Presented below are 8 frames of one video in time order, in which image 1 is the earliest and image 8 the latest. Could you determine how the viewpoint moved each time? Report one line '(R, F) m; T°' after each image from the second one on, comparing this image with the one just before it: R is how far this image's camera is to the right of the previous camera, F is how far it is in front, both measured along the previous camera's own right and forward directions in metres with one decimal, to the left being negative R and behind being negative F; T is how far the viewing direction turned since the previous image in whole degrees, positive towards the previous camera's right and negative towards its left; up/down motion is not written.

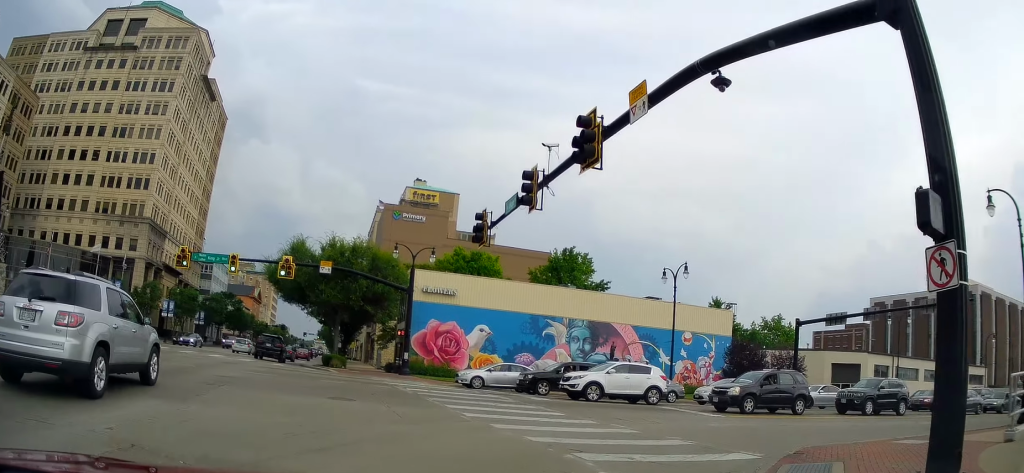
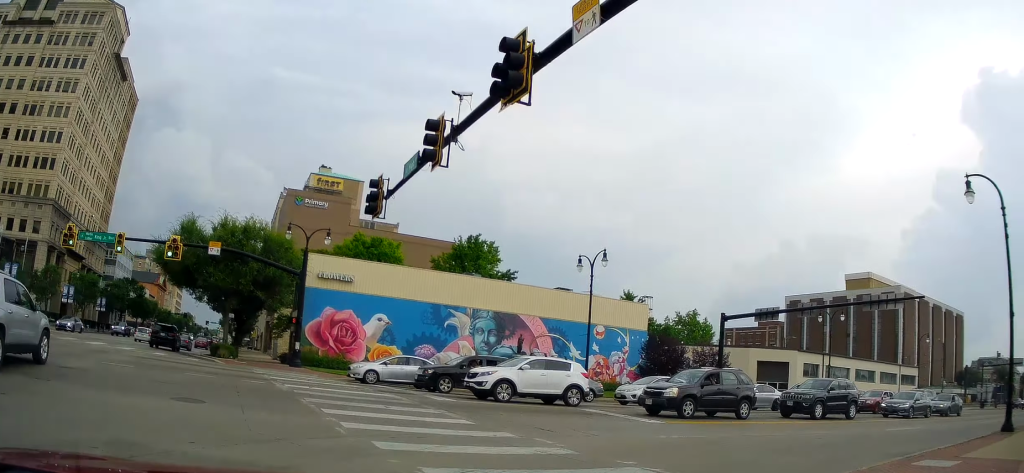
(+0.2, +4.3) m; +3°
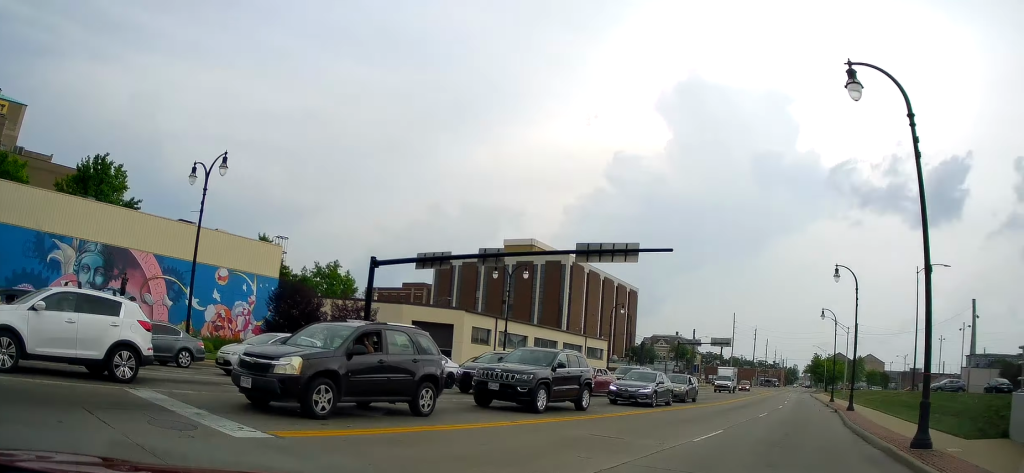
(+1.0, +12.3) m; +19°
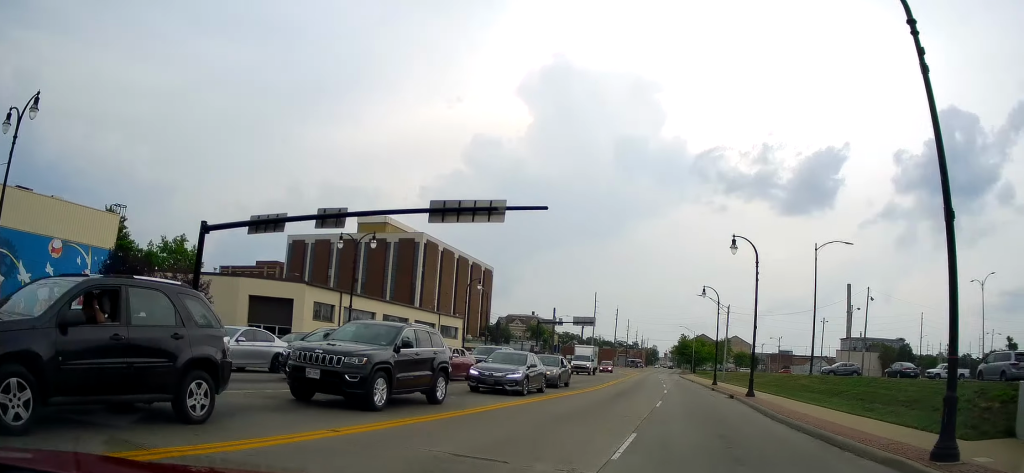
(+0.9, +4.2) m; +25°
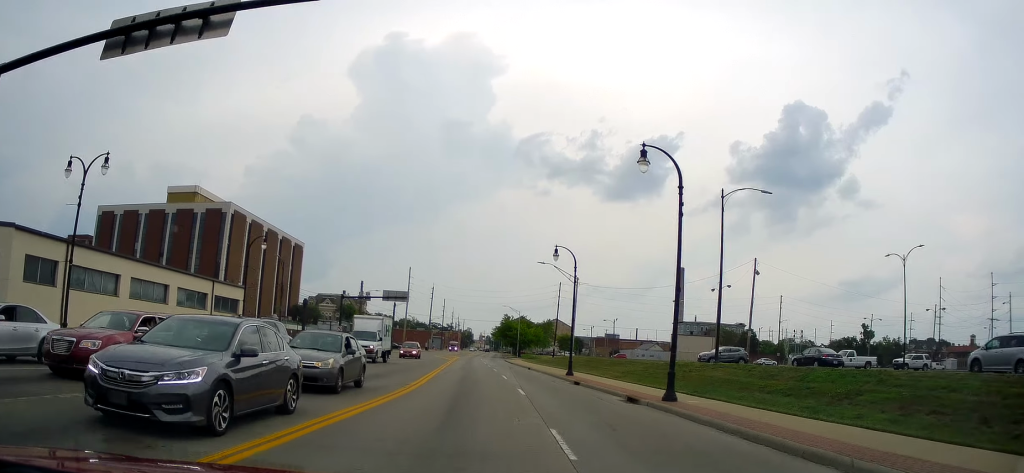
(+5.5, +9.8) m; +36°
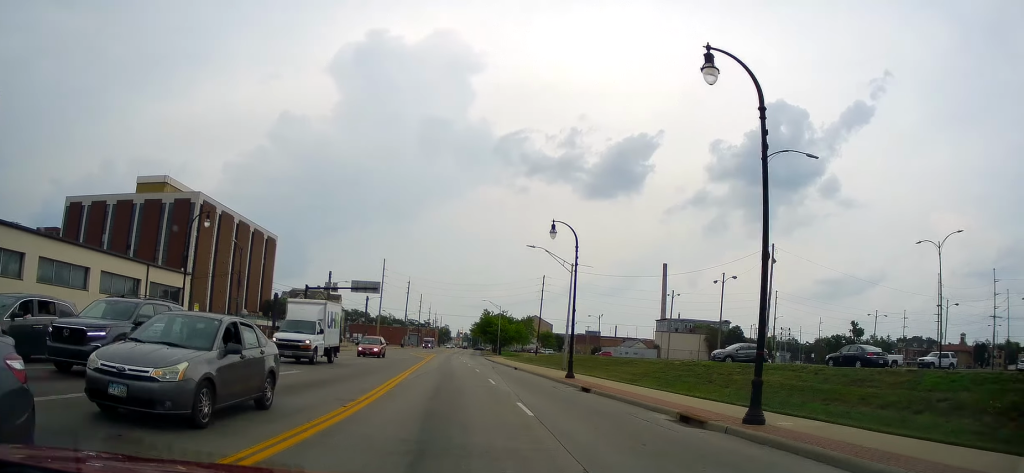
(-0.5, +6.2) m; -3°
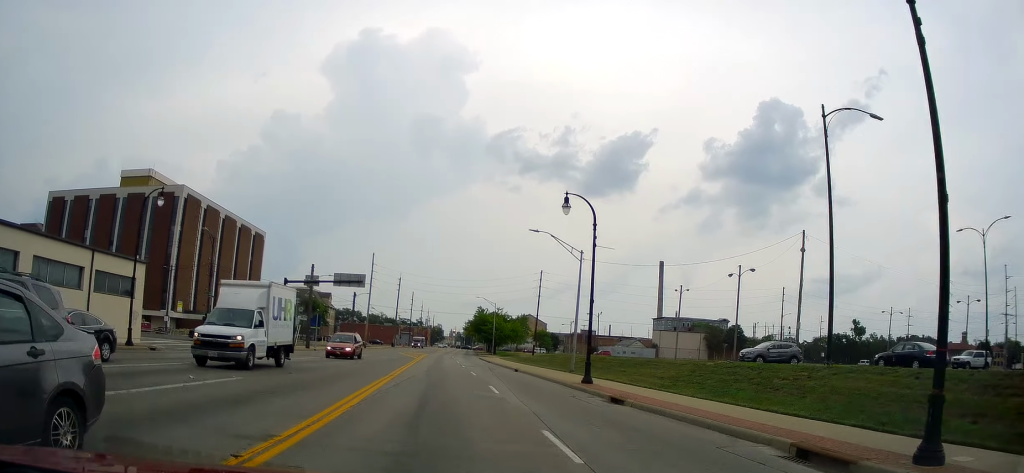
(+0.1, +5.1) m; +2°
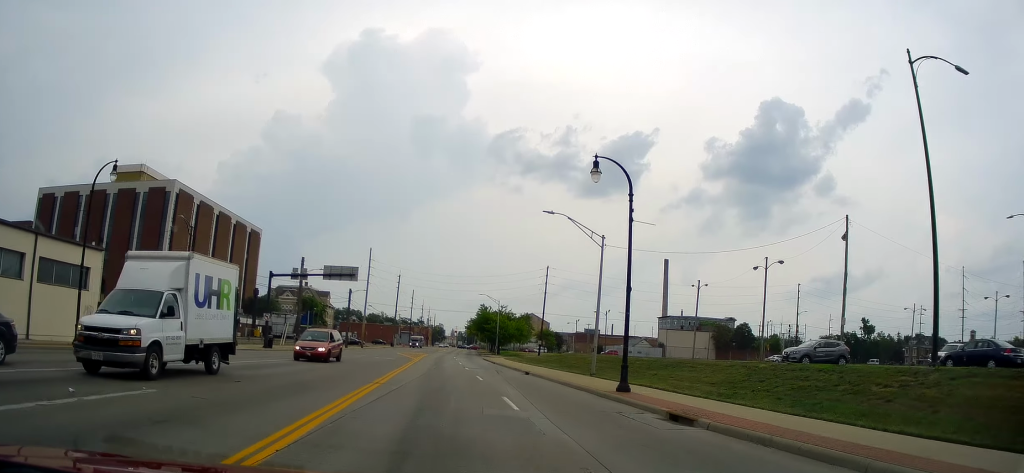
(0.0, +4.6) m; +2°
